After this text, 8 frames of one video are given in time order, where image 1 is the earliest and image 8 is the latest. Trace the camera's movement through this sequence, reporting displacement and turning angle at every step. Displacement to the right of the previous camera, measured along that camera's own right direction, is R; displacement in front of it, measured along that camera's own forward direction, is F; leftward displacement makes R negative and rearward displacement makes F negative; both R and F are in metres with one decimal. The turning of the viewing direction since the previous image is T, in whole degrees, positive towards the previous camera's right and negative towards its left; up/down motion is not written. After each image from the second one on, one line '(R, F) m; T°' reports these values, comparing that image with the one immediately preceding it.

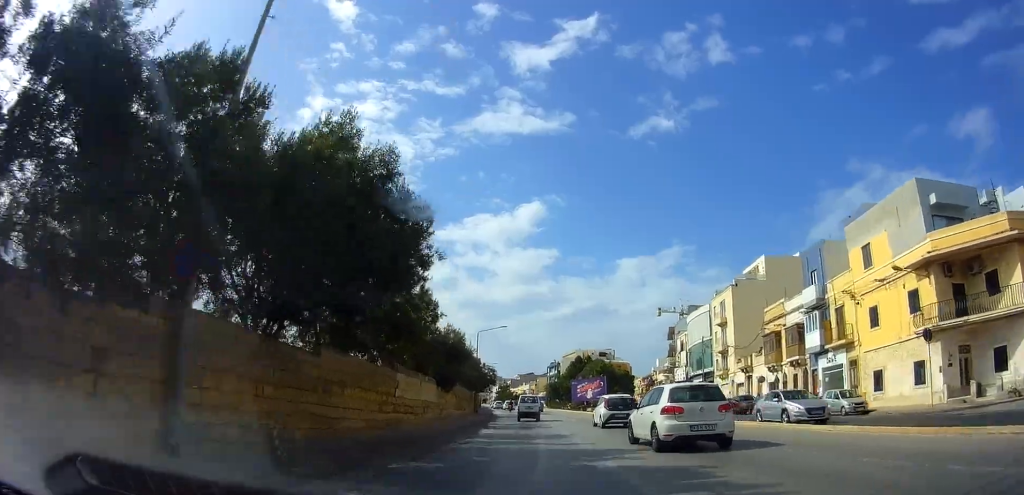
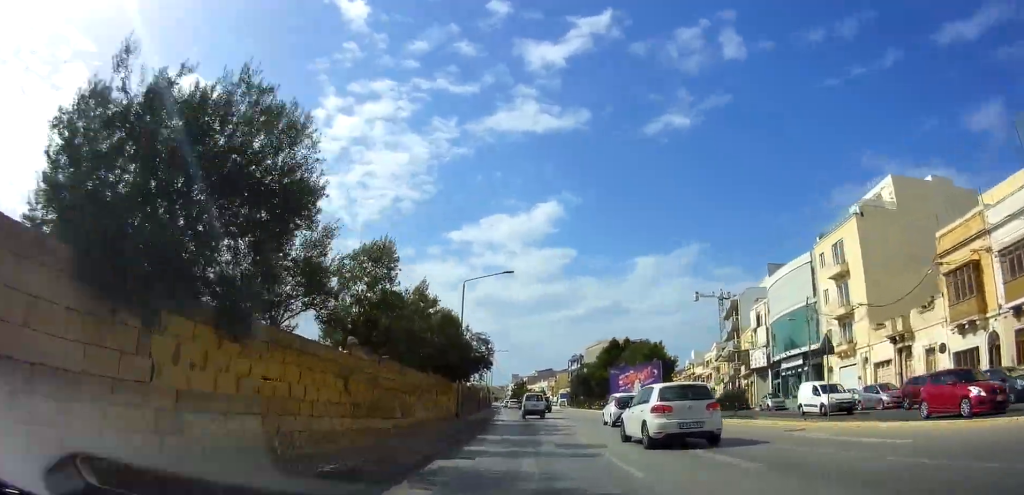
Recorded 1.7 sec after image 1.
(-0.8, +22.9) m; 0°
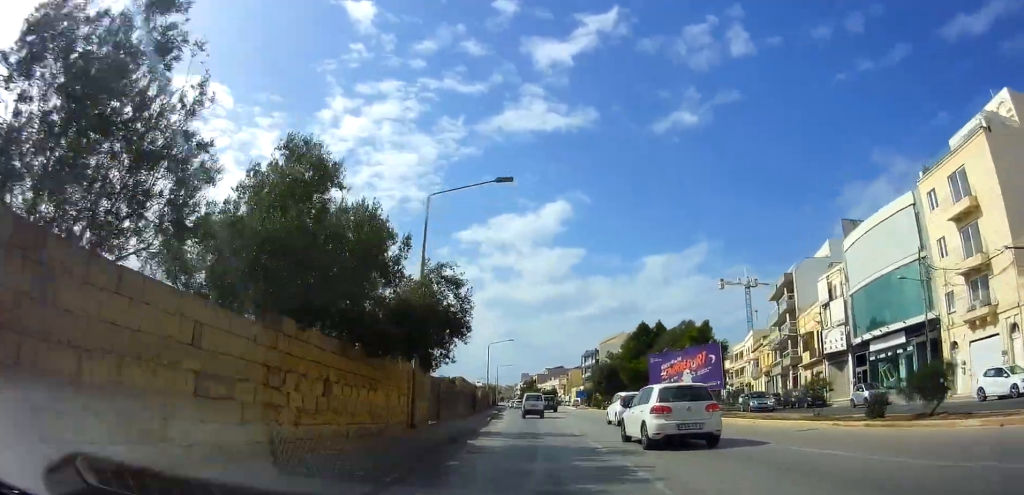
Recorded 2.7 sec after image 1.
(+0.6, +14.0) m; +1°
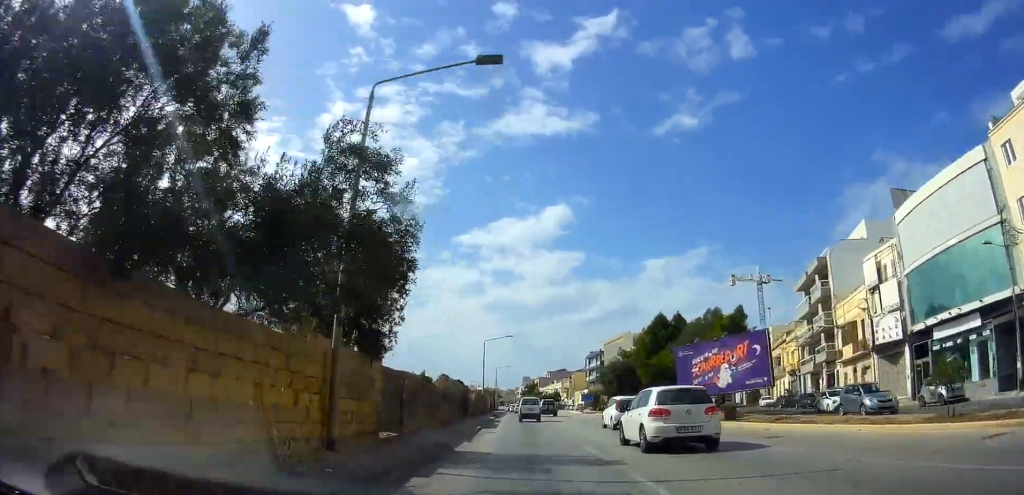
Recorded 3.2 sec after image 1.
(+0.2, +7.5) m; -2°
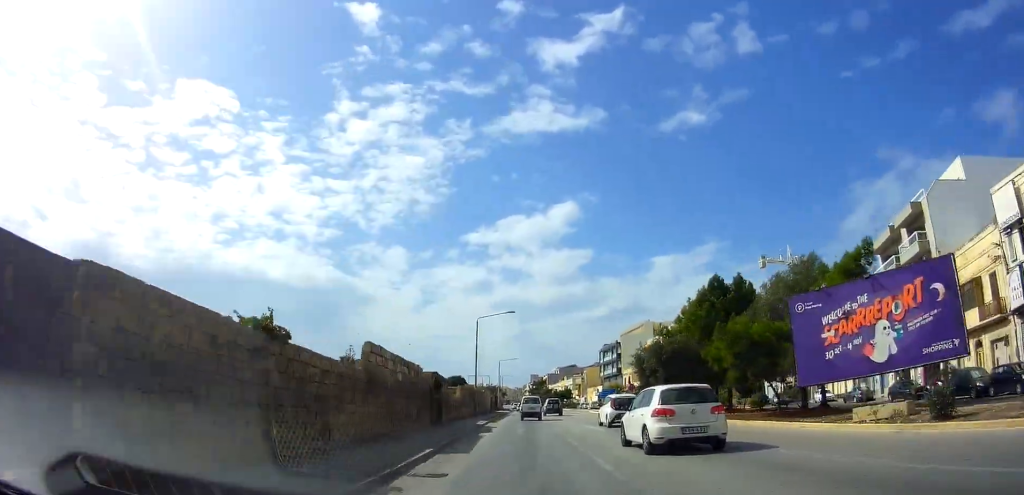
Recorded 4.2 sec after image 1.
(-0.8, +14.3) m; 0°
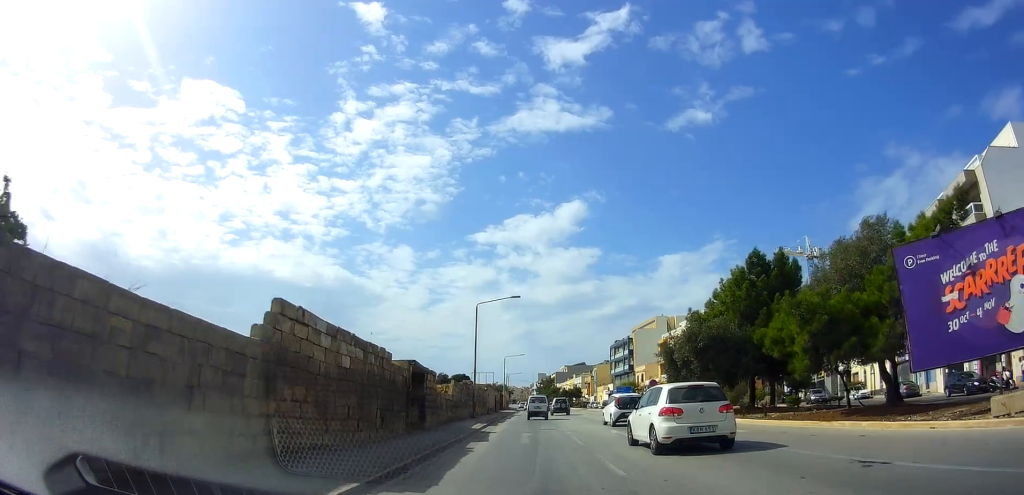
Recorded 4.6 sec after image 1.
(+0.2, +5.9) m; 0°
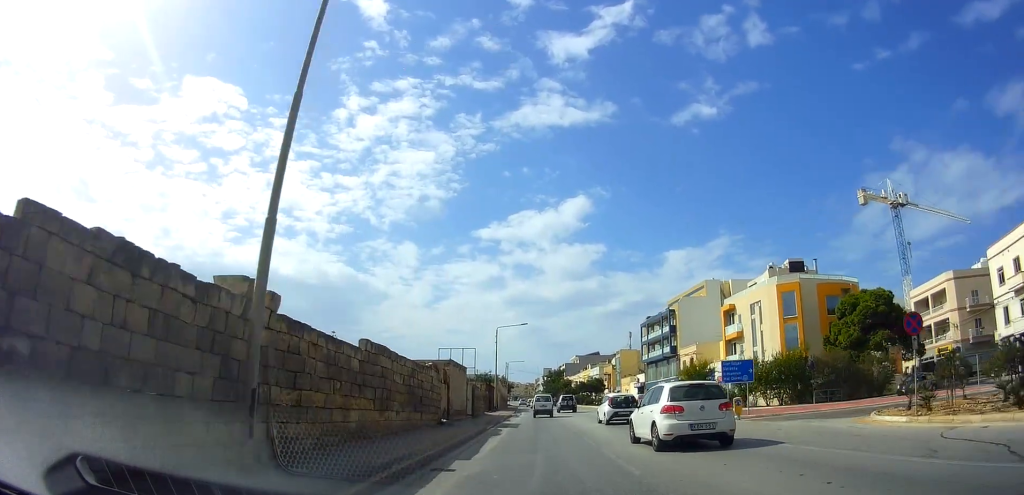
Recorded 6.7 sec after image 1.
(-0.6, +30.9) m; -4°
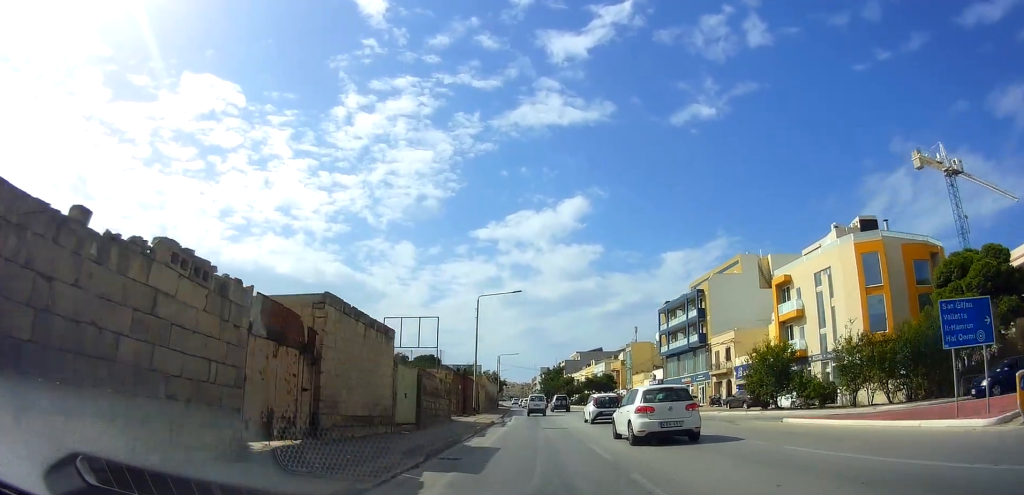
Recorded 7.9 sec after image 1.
(-0.1, +16.5) m; 0°
